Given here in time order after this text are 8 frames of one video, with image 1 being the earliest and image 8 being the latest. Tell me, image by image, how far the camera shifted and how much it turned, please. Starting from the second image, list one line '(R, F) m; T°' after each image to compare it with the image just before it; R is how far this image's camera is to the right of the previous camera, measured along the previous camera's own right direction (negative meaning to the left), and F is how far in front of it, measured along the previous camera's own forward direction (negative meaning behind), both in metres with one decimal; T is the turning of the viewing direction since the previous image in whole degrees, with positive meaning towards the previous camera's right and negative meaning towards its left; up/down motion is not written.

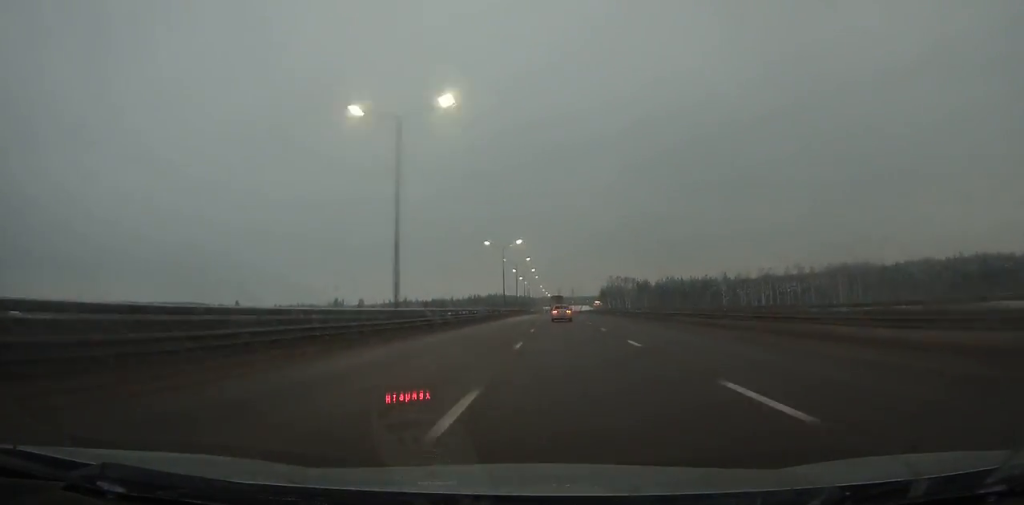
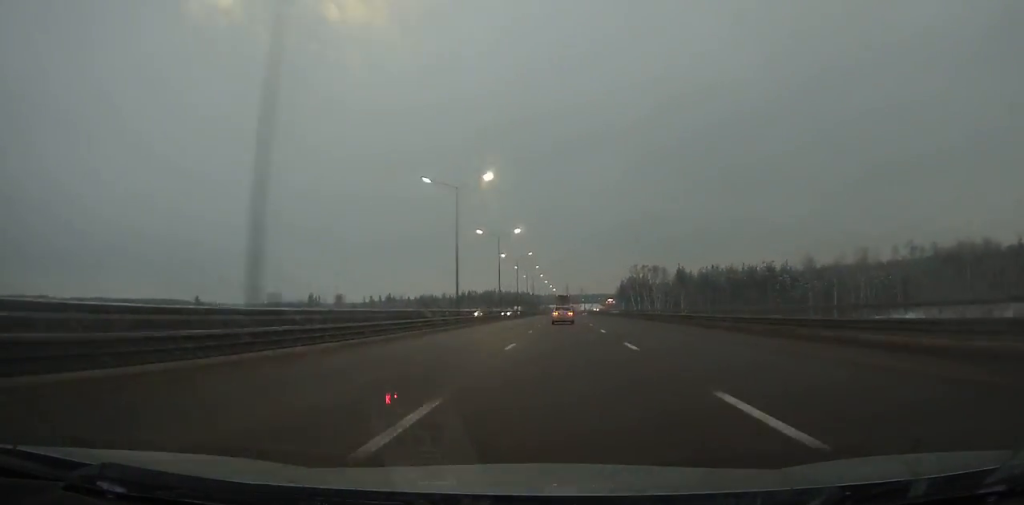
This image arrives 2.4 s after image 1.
(-0.3, +72.9) m; 0°
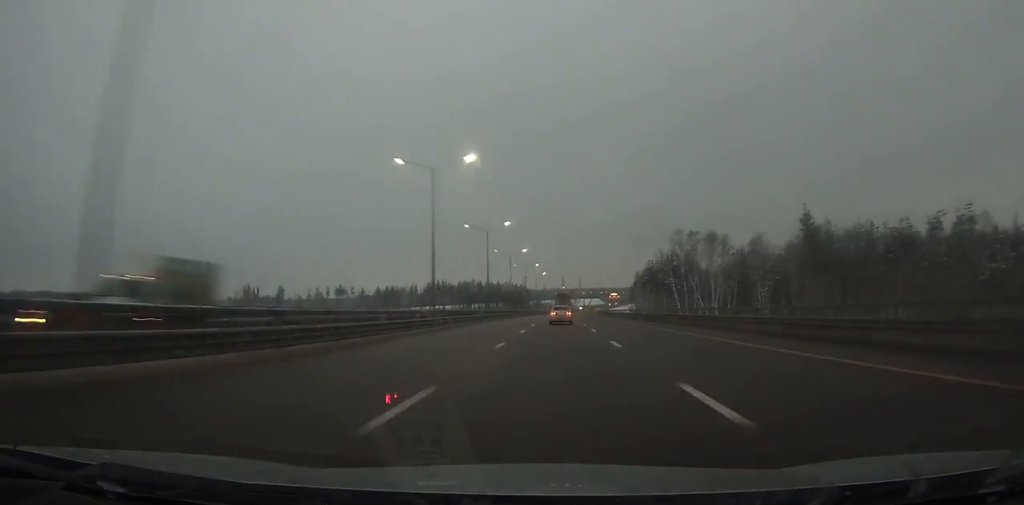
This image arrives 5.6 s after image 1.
(0.0, +94.5) m; 0°
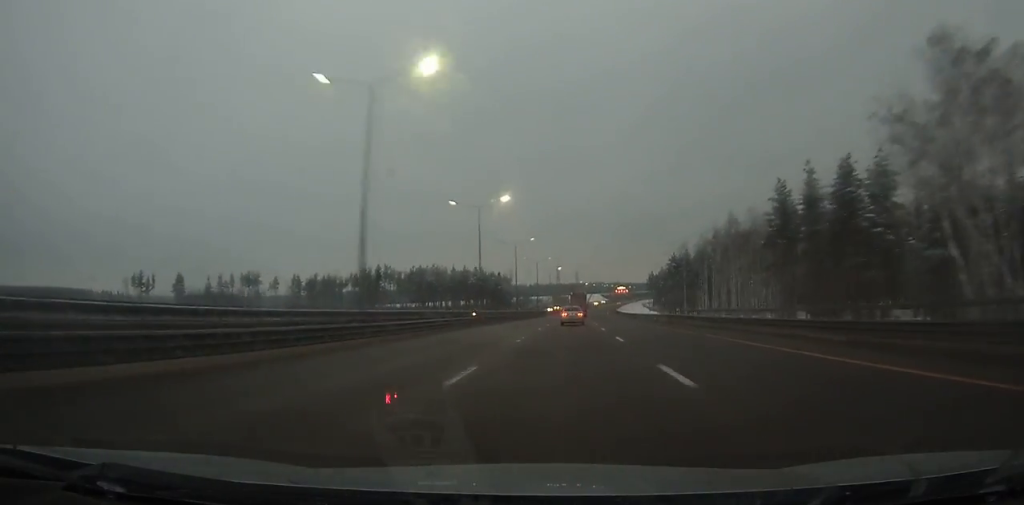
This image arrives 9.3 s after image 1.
(+0.8, +106.7) m; +1°
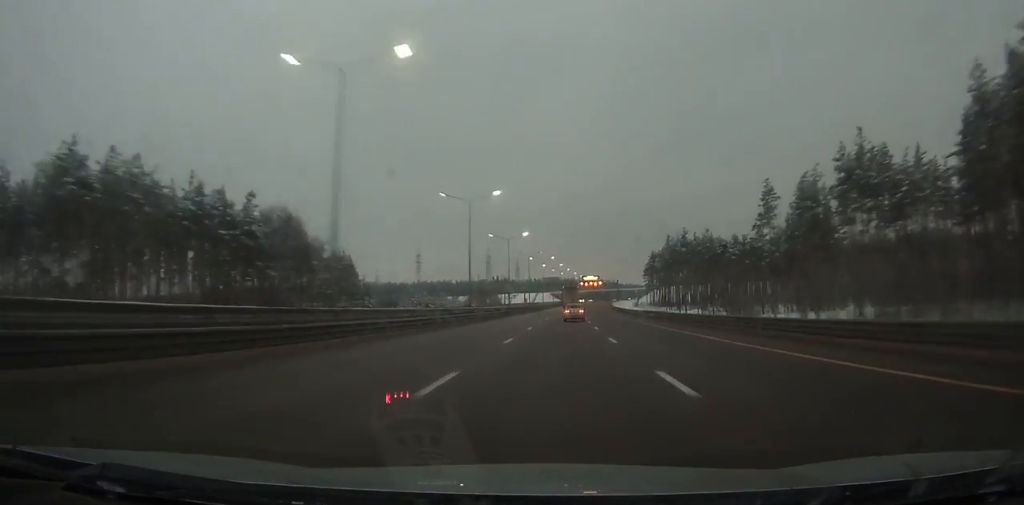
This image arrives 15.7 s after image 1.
(+6.7, +180.6) m; +4°
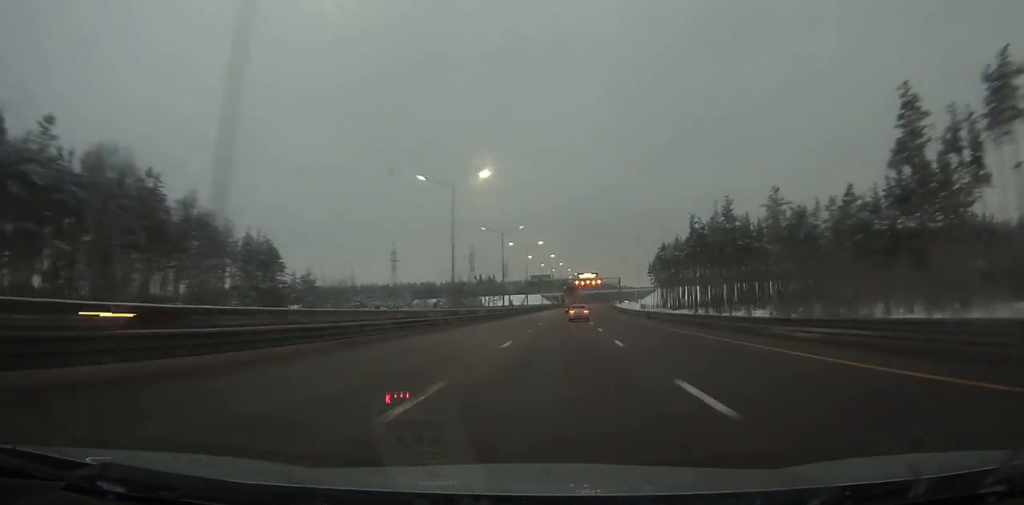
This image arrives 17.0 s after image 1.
(+0.2, +36.7) m; +1°
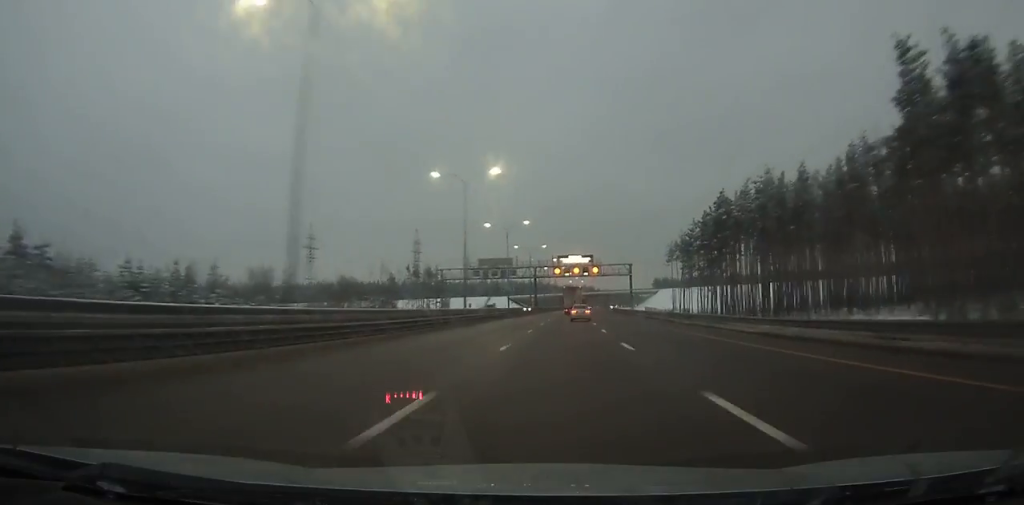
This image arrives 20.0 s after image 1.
(+1.5, +85.2) m; +2°
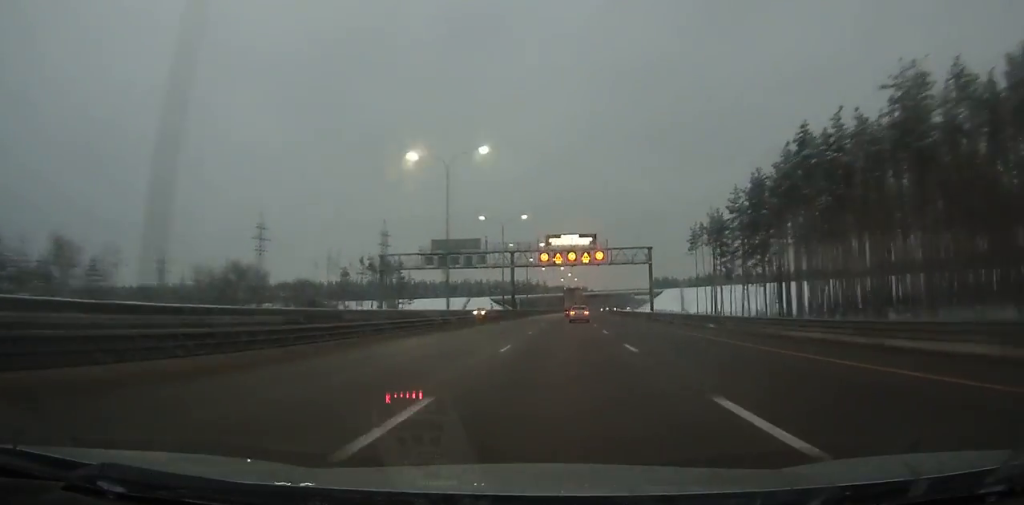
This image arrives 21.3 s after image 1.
(+0.6, +37.3) m; +1°
